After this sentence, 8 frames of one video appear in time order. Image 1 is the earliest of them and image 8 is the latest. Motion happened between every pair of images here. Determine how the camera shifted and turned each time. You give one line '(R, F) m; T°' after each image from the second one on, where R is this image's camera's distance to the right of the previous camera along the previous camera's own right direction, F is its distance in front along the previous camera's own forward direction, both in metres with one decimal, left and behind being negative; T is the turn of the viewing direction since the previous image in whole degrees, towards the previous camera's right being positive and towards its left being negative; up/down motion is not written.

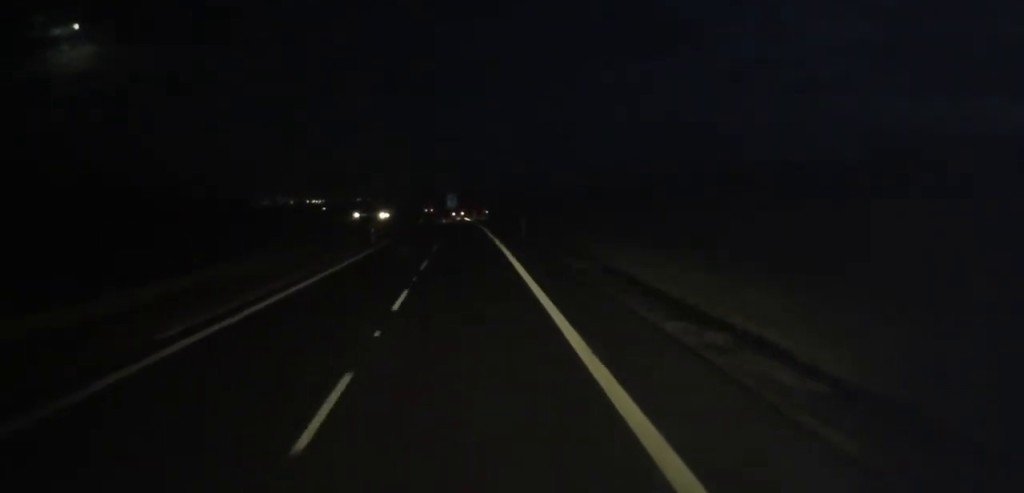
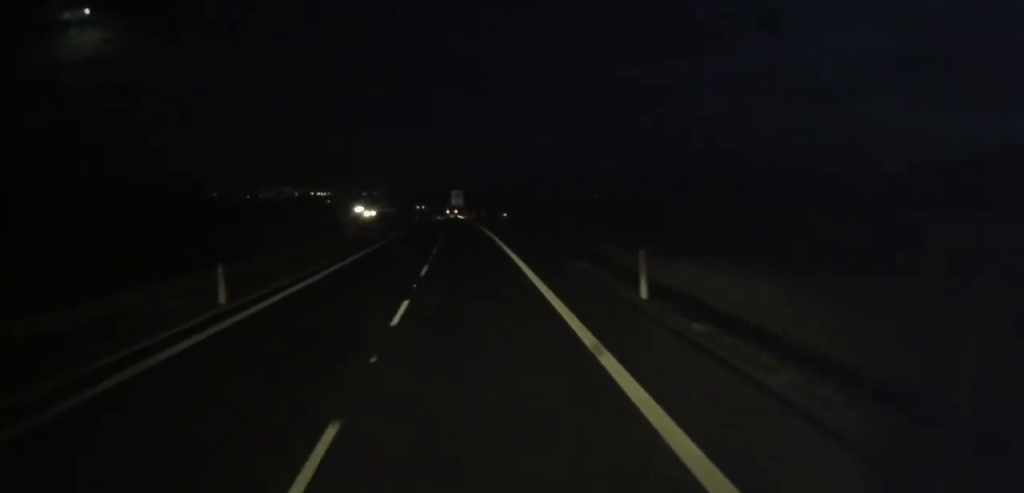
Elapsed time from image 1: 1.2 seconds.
(+0.2, +29.1) m; -1°
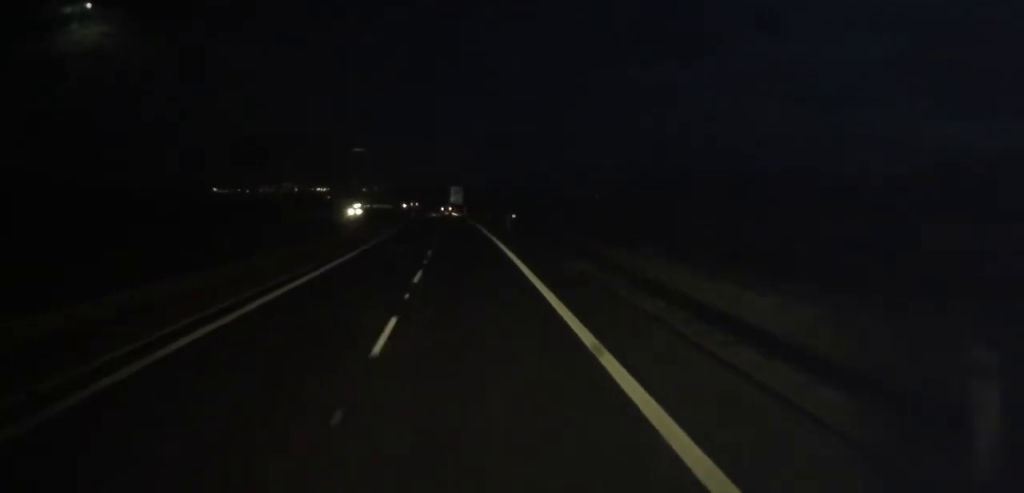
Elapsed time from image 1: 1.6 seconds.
(-0.2, +11.7) m; 0°
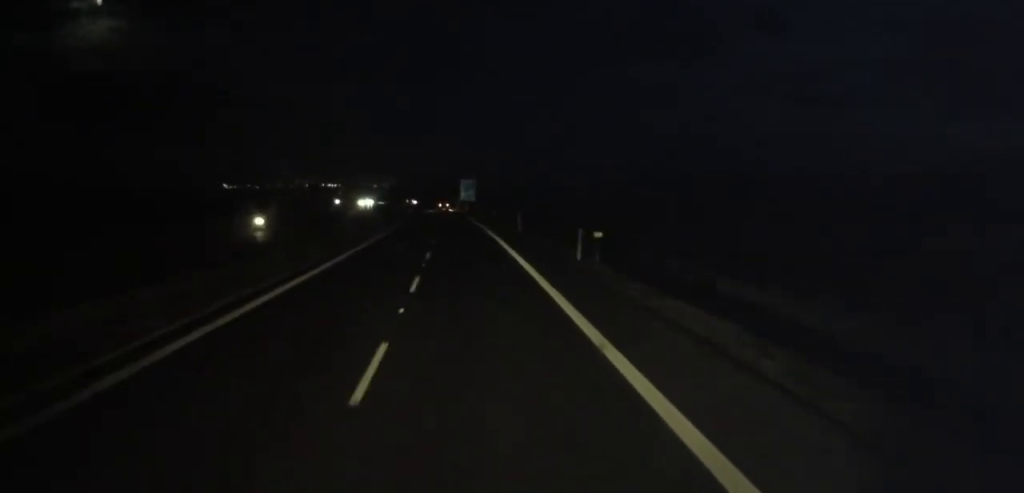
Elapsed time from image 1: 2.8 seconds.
(-0.2, +30.0) m; -1°
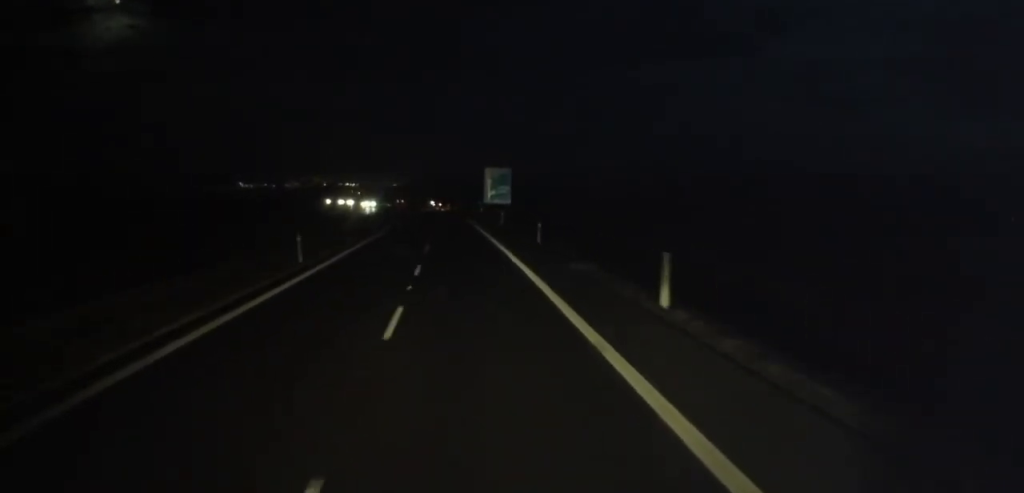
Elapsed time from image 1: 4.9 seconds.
(-1.5, +52.0) m; -2°
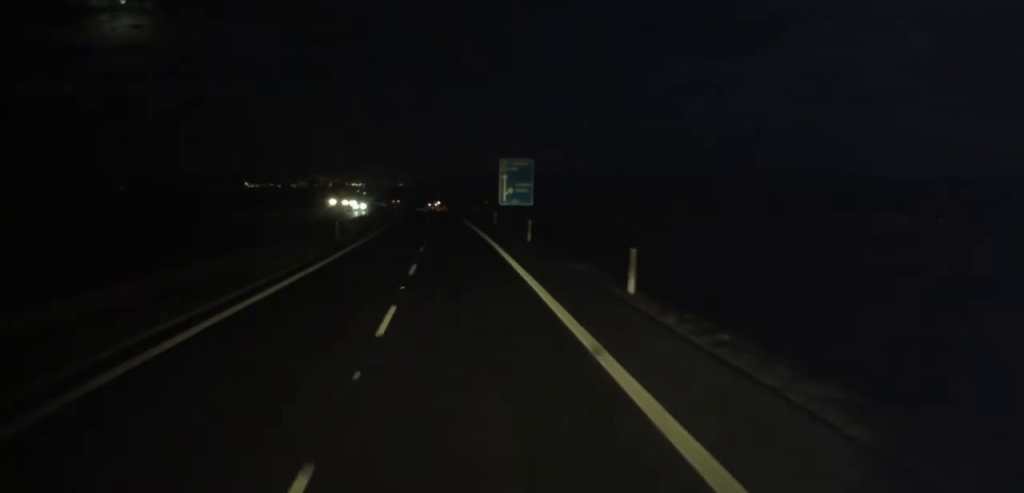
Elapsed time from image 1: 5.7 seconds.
(0.0, +18.5) m; 0°
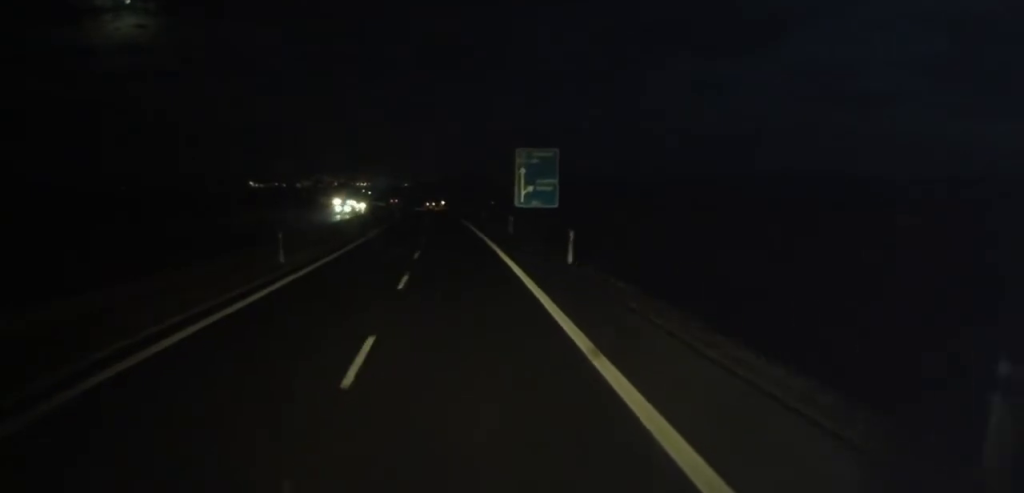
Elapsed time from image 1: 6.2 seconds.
(0.0, +12.7) m; 0°
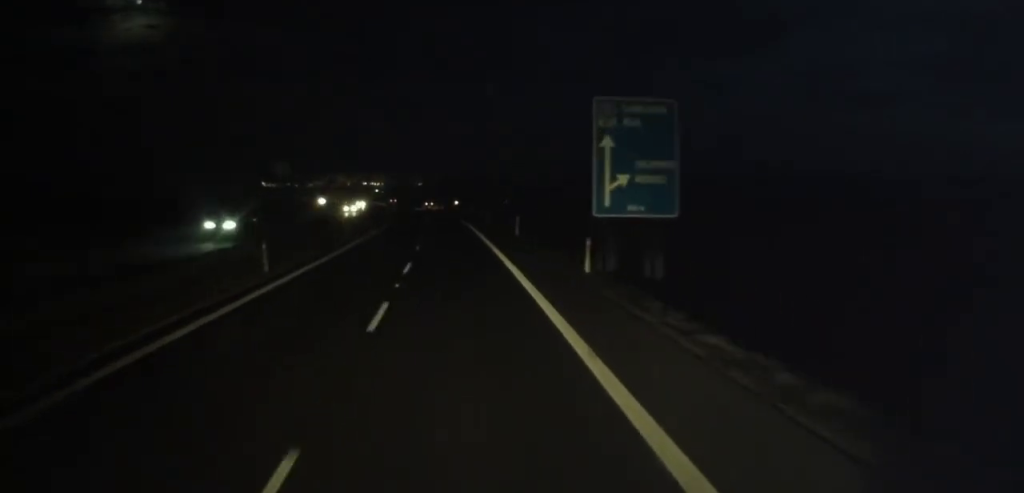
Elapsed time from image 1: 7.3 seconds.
(0.0, +23.8) m; -1°
